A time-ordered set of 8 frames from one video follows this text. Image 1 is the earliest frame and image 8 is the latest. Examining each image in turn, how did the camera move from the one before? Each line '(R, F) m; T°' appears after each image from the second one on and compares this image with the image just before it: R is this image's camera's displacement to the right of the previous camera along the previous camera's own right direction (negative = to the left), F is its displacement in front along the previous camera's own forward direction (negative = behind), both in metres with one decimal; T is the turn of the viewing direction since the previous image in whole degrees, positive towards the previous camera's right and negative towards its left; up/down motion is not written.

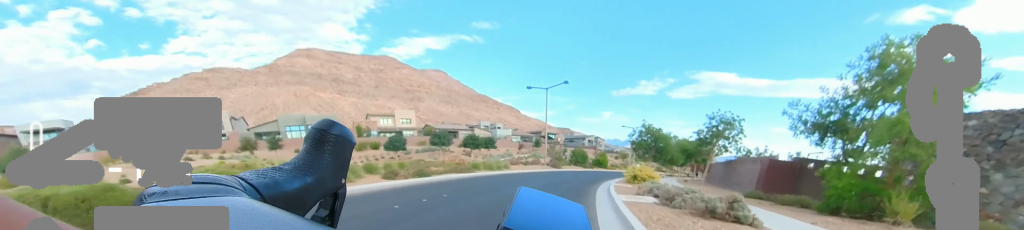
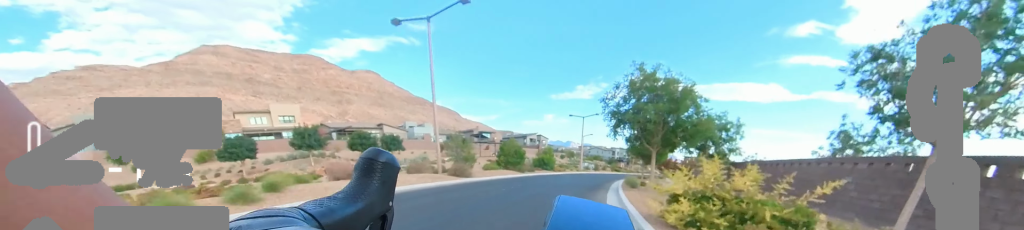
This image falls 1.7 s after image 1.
(+1.4, +17.0) m; +9°
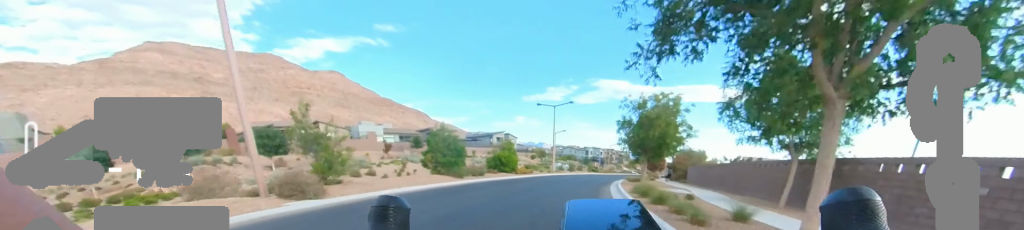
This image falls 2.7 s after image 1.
(+0.1, +9.9) m; +1°
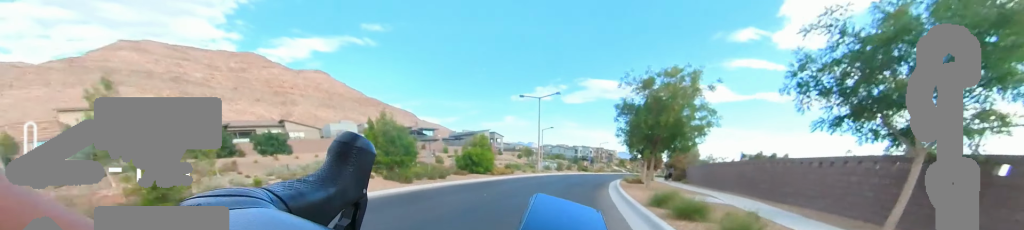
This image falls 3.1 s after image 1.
(0.0, +4.5) m; +2°
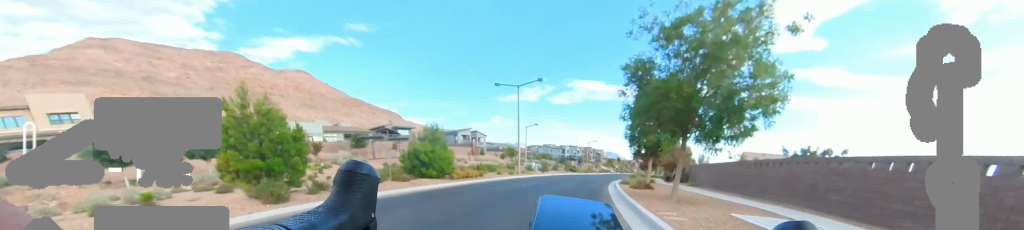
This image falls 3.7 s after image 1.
(-0.2, +5.7) m; +3°
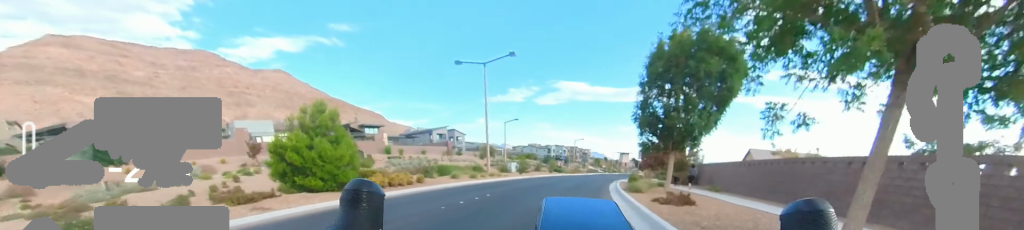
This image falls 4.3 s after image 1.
(+0.5, +6.8) m; +3°
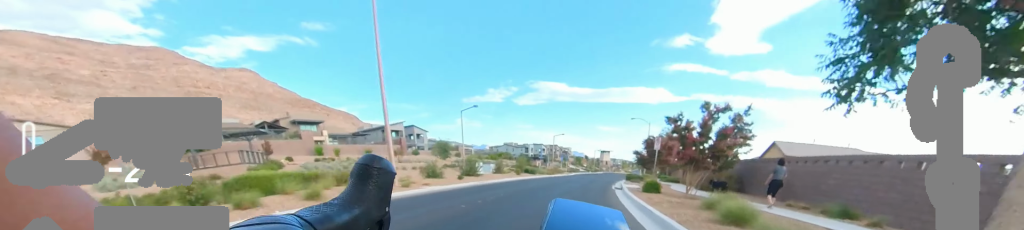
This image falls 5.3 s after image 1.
(+0.4, +11.4) m; +2°
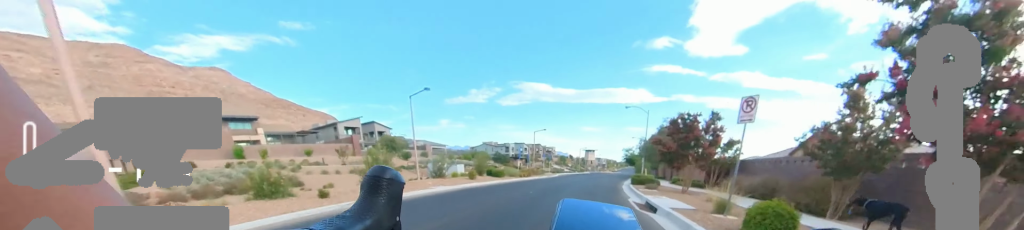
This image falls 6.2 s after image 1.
(-0.1, +9.4) m; +3°
